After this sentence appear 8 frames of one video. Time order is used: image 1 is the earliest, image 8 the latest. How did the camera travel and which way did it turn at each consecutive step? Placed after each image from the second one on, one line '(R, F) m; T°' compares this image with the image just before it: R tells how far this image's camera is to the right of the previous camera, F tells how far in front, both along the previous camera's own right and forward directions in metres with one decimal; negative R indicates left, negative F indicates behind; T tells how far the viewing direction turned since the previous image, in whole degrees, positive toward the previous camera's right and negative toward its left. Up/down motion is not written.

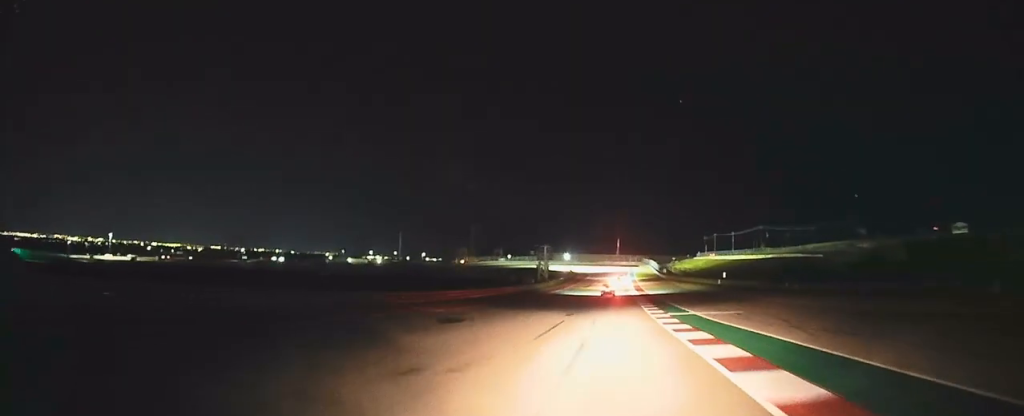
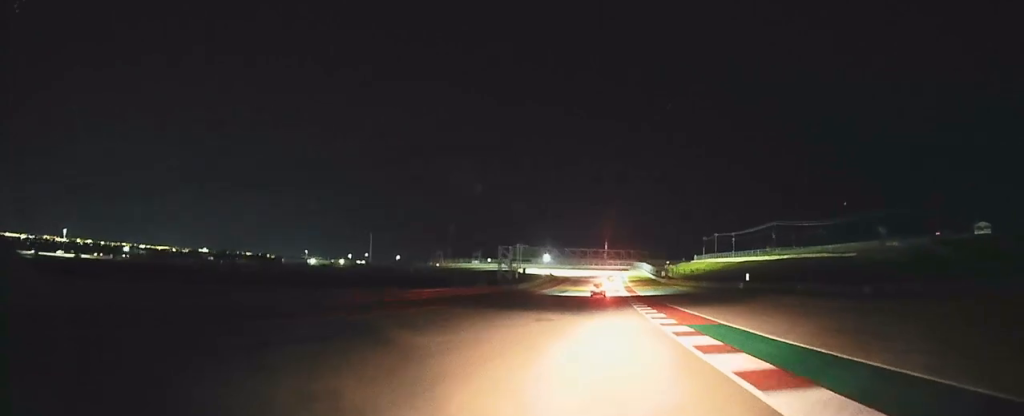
(0.0, +33.3) m; 0°
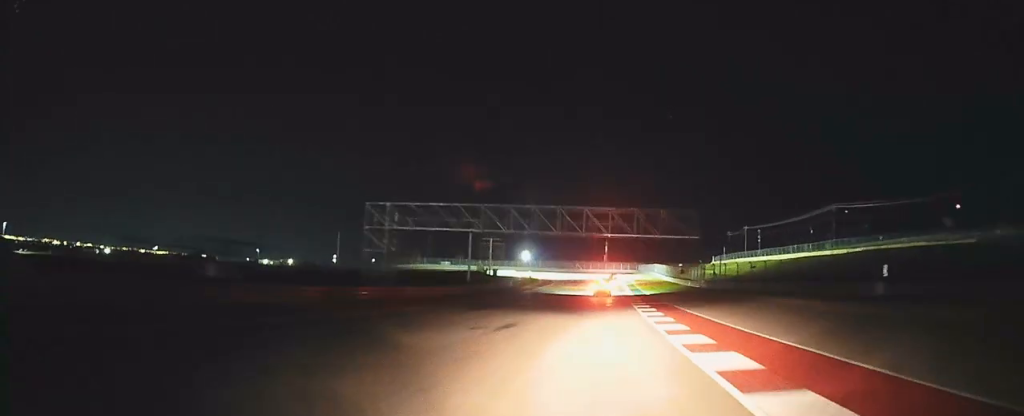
(+0.2, +50.4) m; 0°
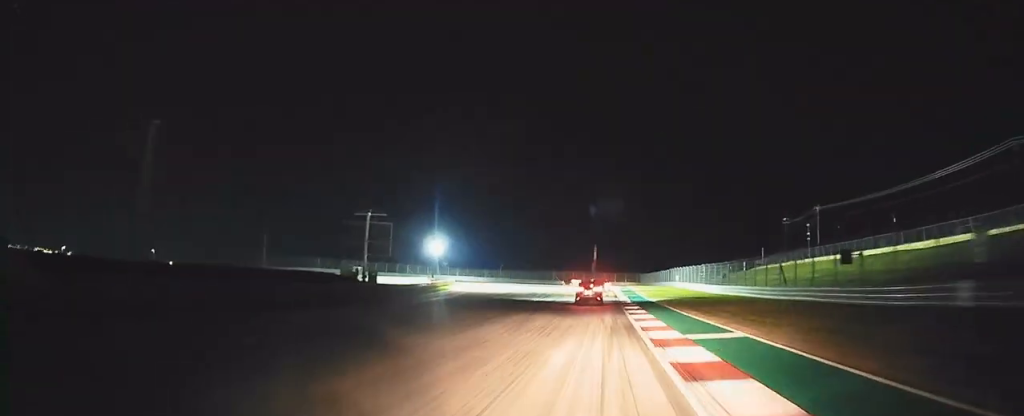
(+0.1, +67.3) m; 0°
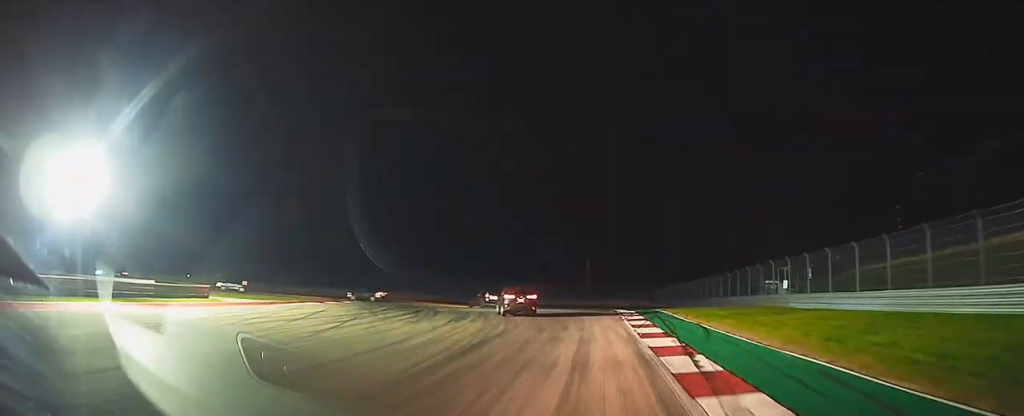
(+0.7, +67.6) m; -6°
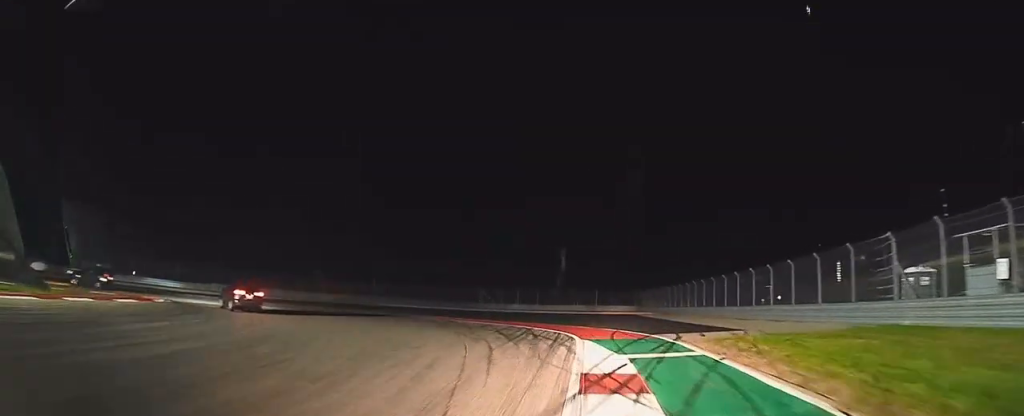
(-0.6, +26.2) m; -28°
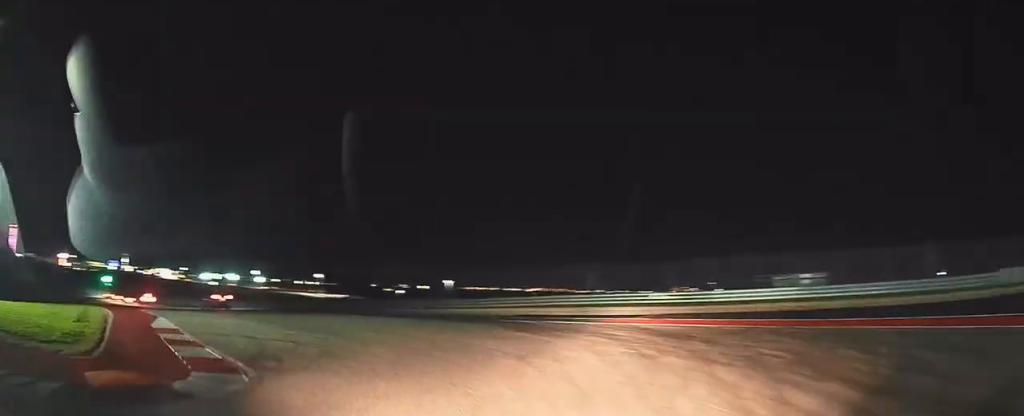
(-29.8, +22.5) m; -89°
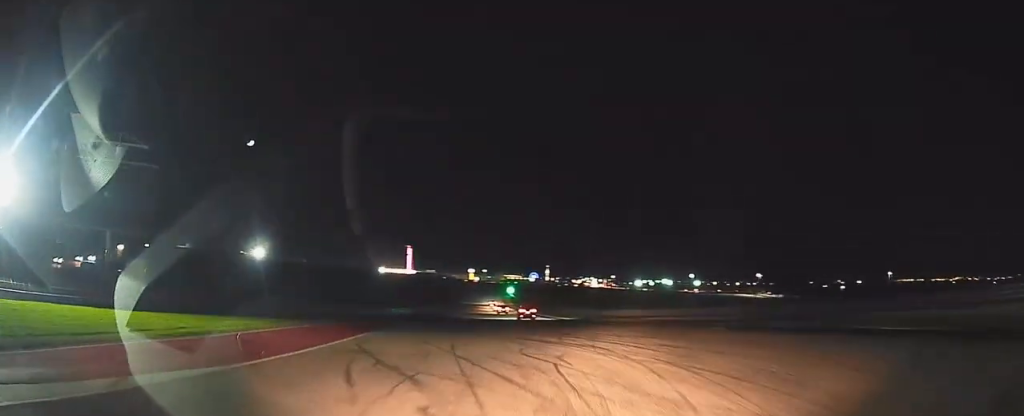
(-7.2, +27.1) m; -17°
